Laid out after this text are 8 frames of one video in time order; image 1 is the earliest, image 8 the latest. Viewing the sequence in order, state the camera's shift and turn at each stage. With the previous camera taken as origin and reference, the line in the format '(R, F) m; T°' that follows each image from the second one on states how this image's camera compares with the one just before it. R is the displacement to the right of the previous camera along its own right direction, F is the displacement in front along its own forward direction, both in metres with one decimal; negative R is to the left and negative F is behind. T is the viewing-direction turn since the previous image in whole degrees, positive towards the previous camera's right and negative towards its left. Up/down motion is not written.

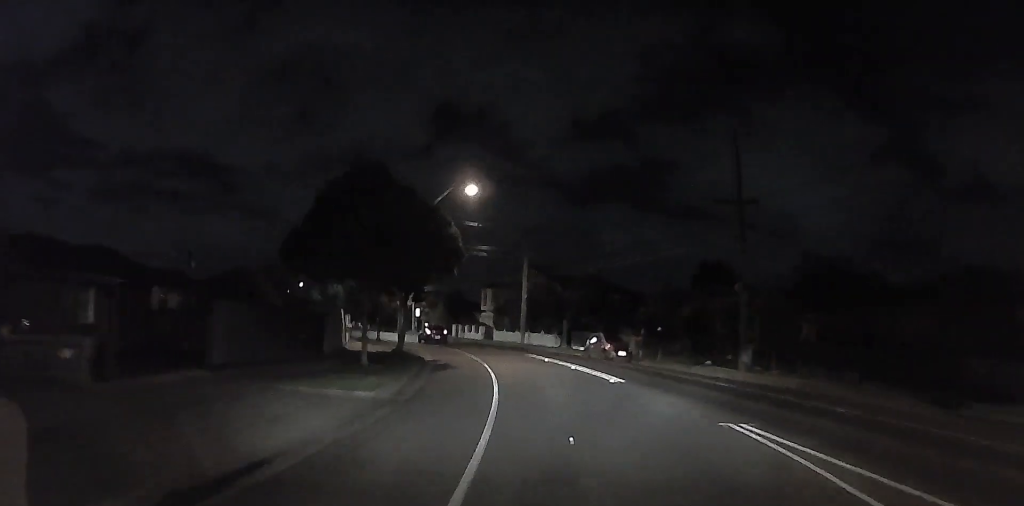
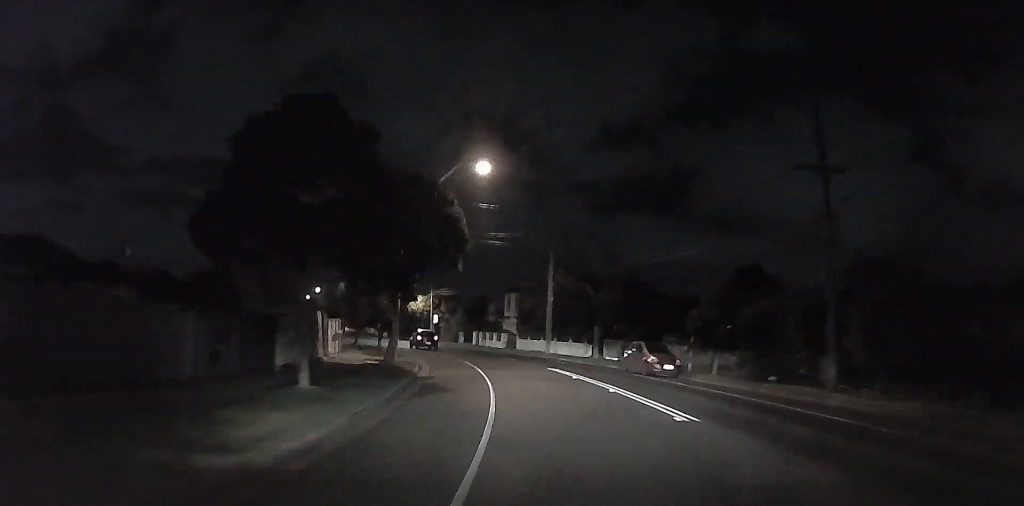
(-0.2, +6.2) m; -2°
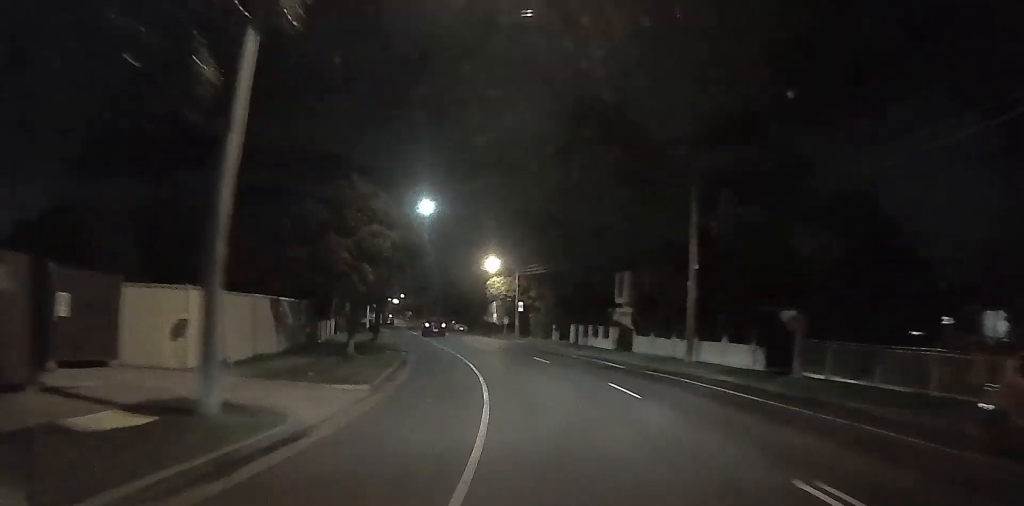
(-1.9, +20.7) m; -8°
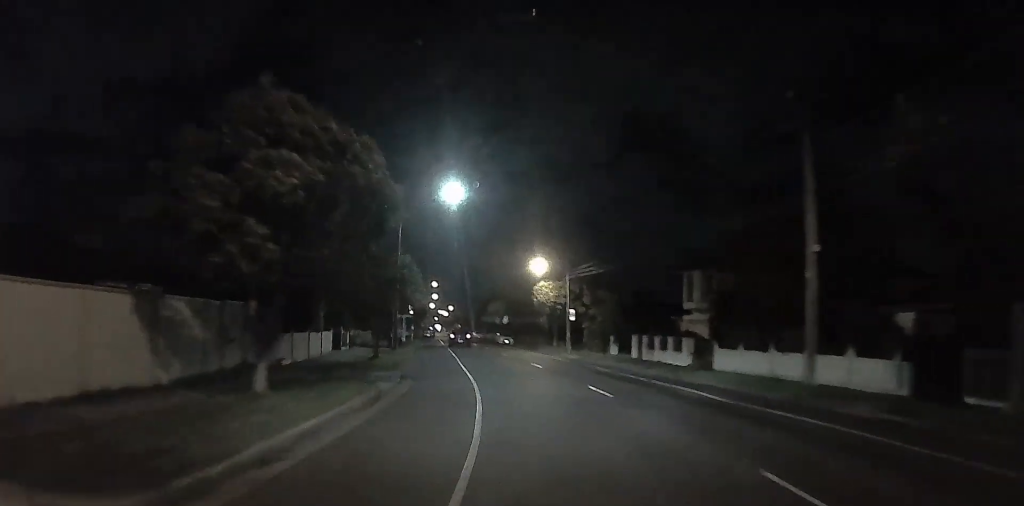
(-0.2, +9.4) m; +2°
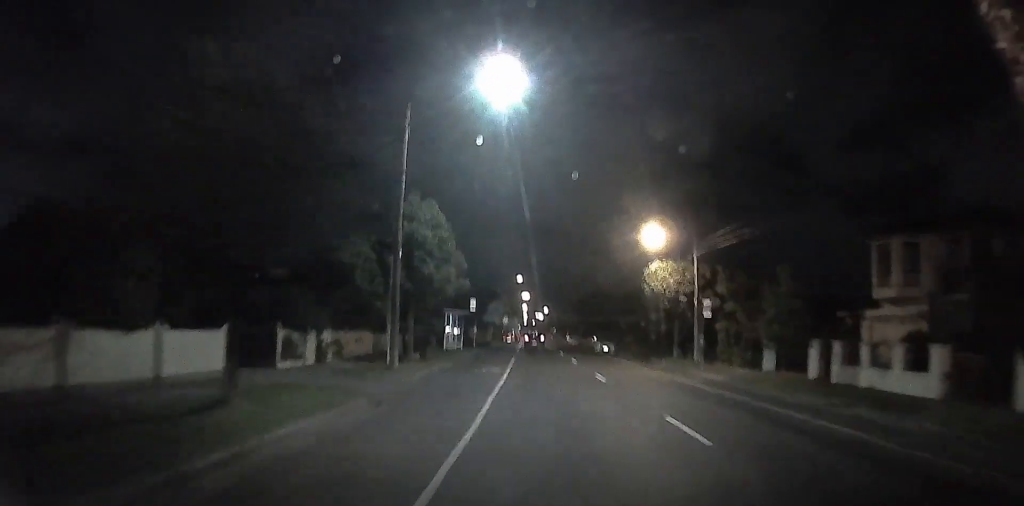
(+1.4, +20.2) m; 0°
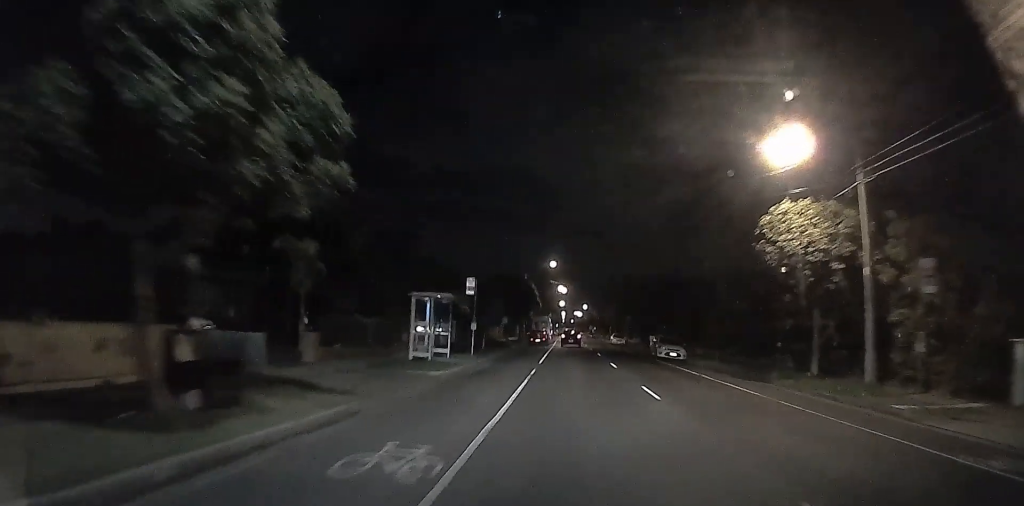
(-1.6, +21.8) m; -4°
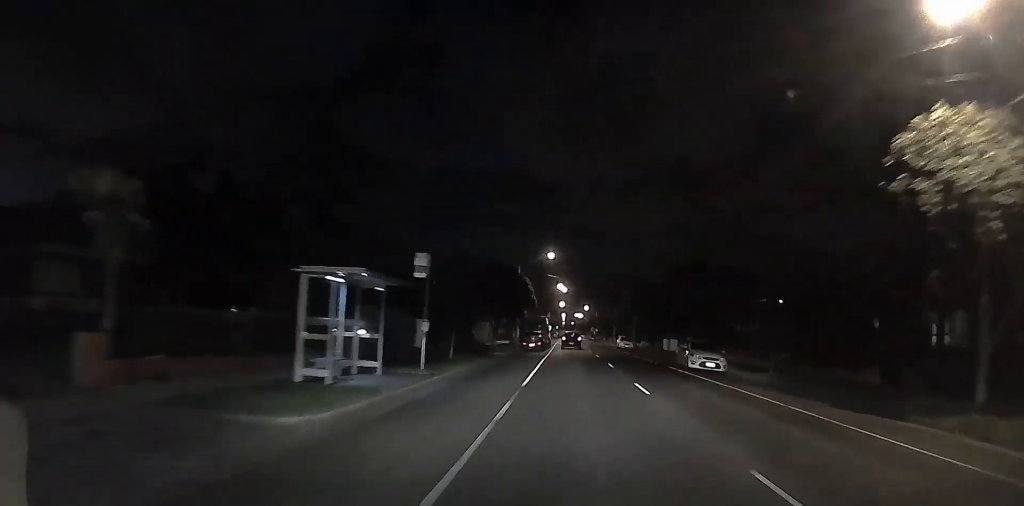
(+0.4, +13.4) m; +4°
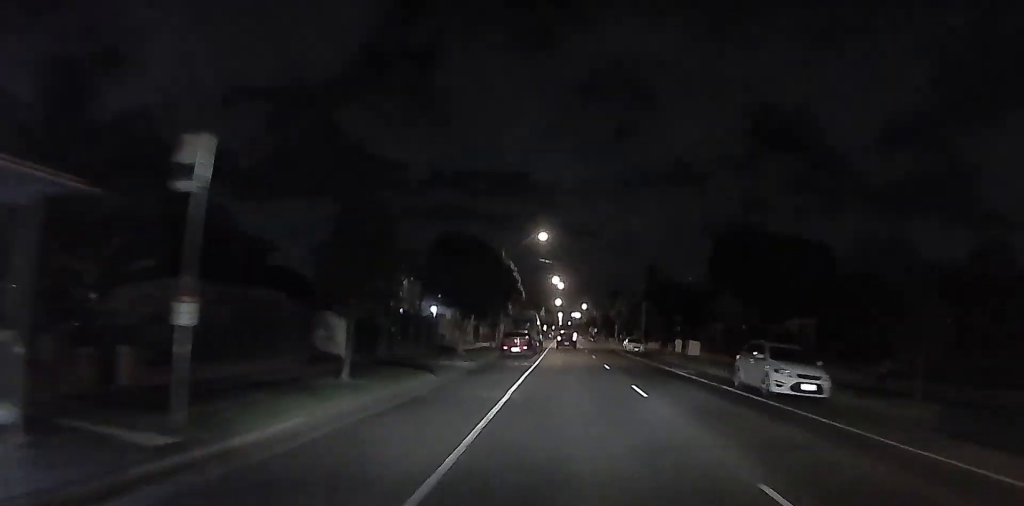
(+0.7, +14.7) m; +3°
